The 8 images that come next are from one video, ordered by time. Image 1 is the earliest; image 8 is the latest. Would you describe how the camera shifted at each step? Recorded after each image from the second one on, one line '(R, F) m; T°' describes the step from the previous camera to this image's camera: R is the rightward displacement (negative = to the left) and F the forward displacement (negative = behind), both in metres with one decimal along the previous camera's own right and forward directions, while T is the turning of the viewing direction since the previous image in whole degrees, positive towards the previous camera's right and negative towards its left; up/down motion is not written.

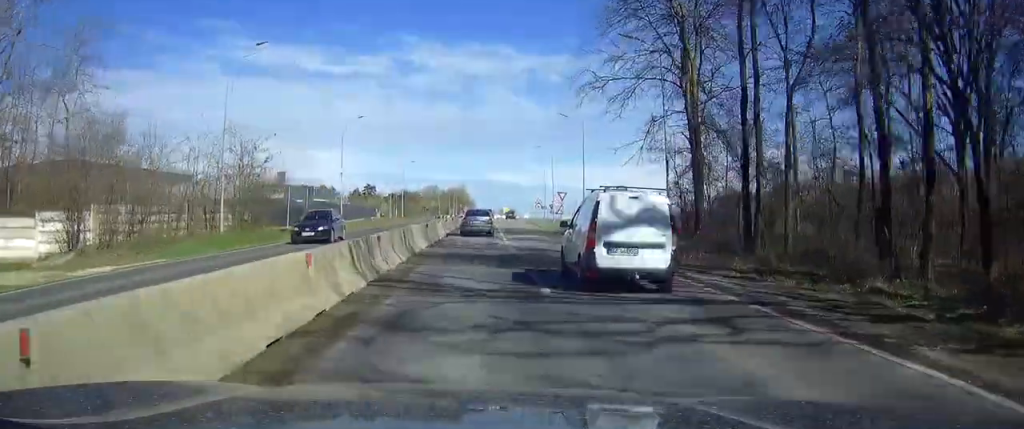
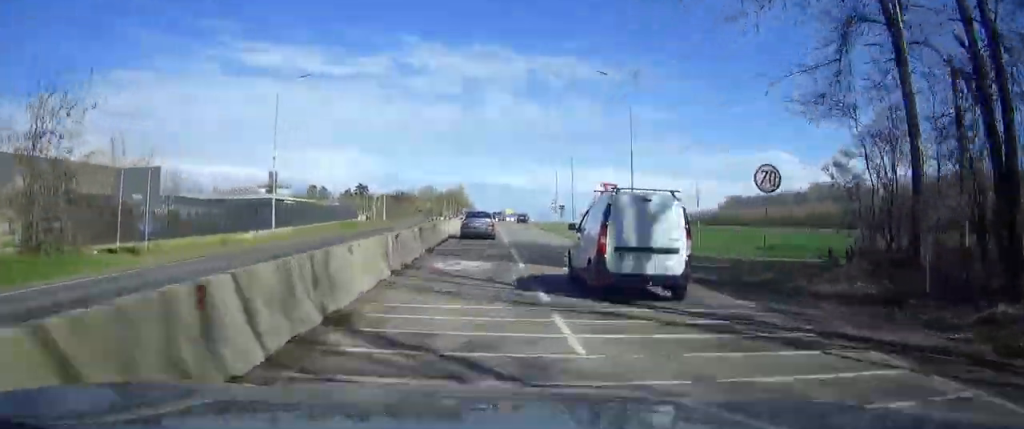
(+0.1, +22.1) m; 0°
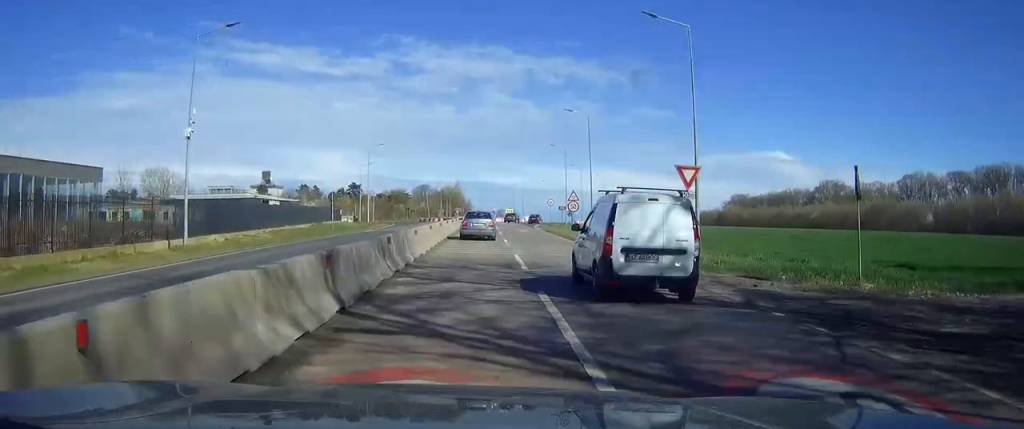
(0.0, +14.0) m; +1°
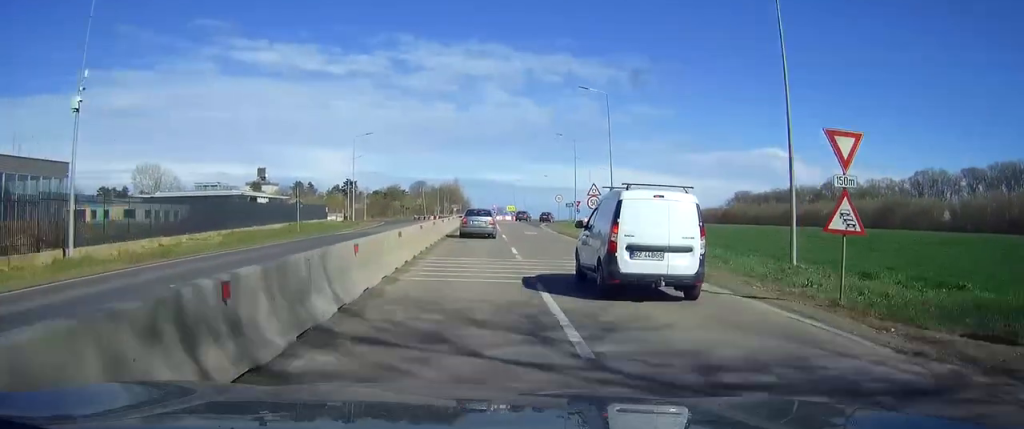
(0.0, +10.2) m; 0°
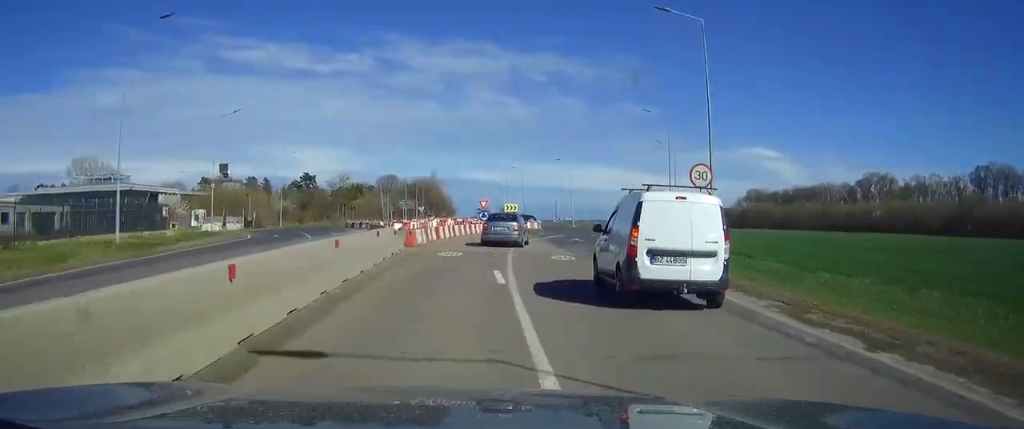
(+0.6, +53.5) m; +2°
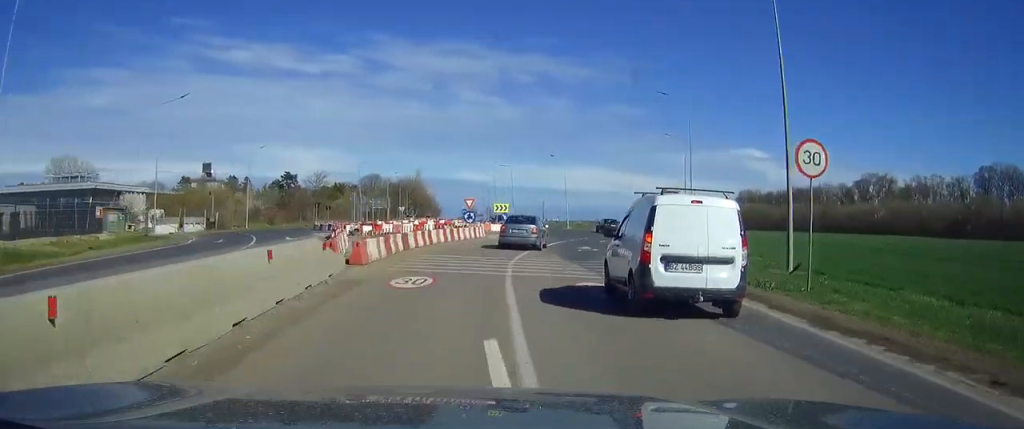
(+0.1, +9.1) m; +1°
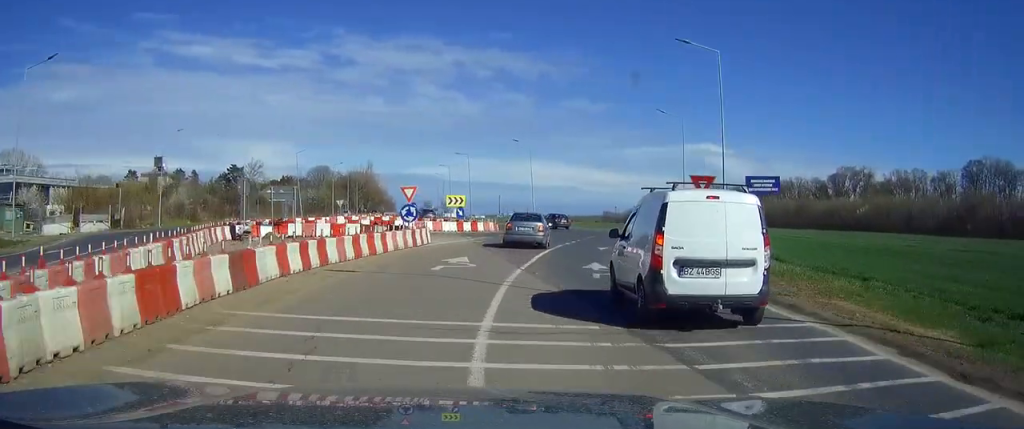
(+0.1, +14.0) m; +2°
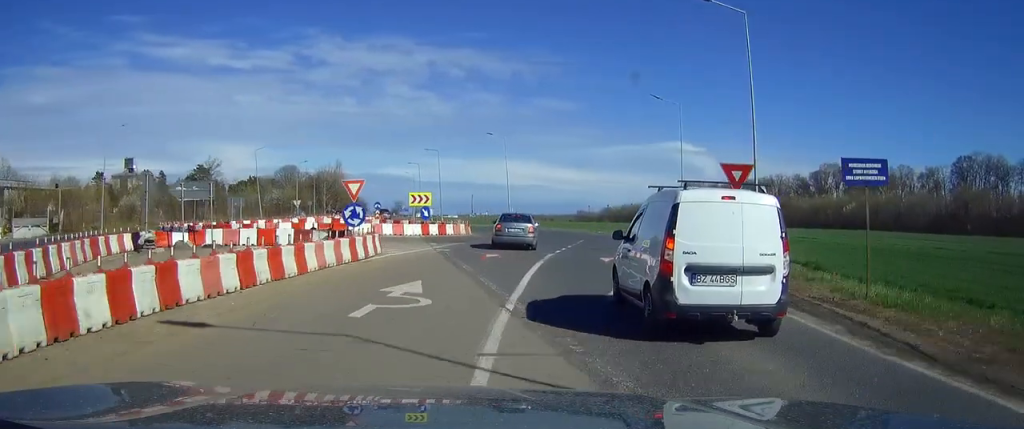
(+0.2, +7.2) m; +2°
